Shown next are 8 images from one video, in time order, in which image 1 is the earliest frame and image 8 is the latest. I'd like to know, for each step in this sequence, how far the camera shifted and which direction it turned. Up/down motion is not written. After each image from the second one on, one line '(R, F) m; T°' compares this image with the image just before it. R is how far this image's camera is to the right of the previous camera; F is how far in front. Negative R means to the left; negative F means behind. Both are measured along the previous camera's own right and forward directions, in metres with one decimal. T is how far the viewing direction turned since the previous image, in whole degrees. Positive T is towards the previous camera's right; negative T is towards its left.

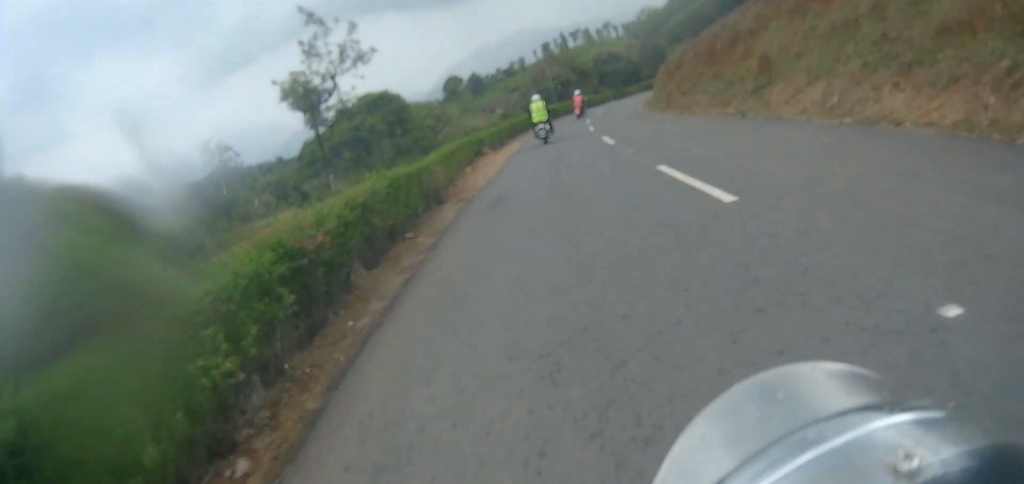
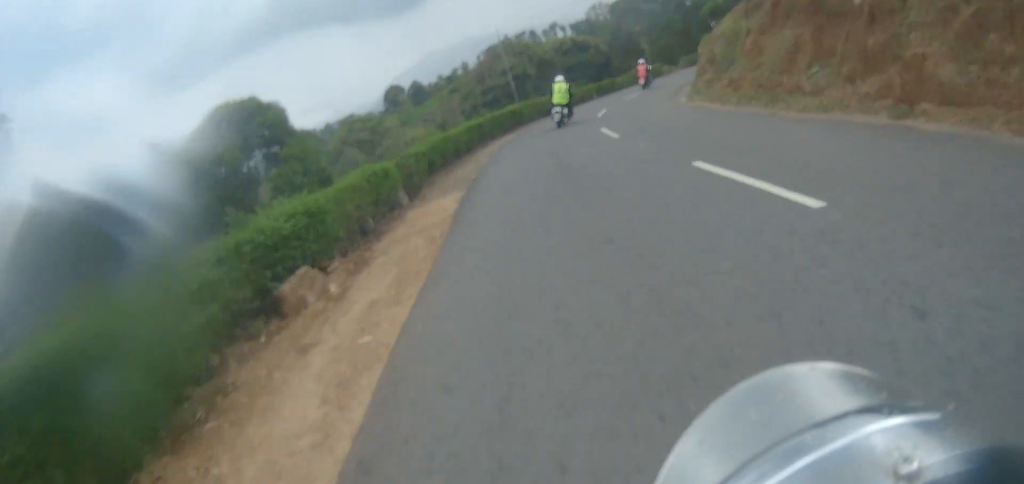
(+1.5, +18.7) m; +15°
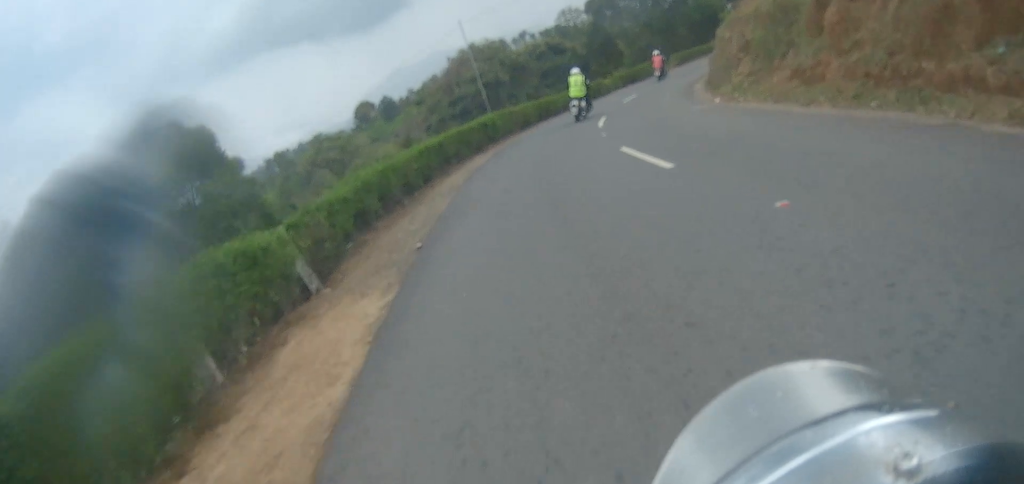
(+0.6, +5.5) m; +6°
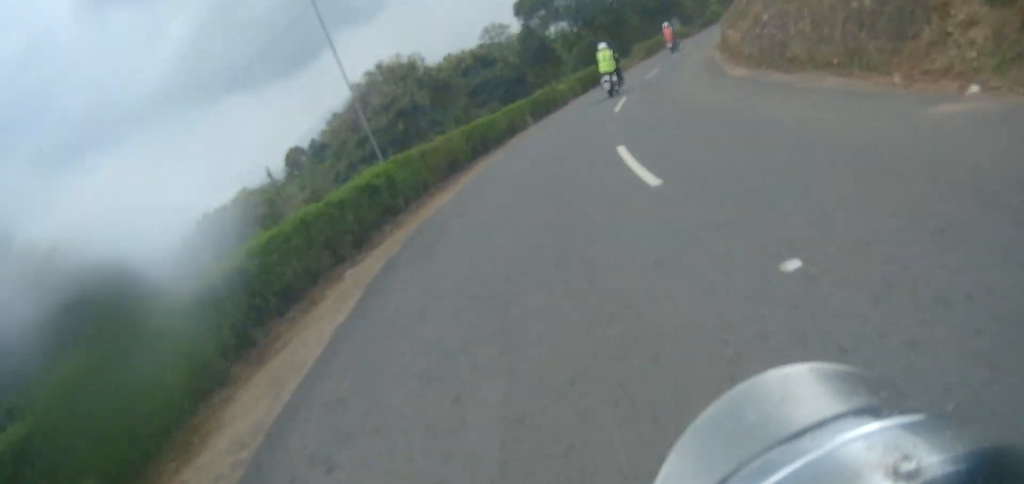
(+1.6, +10.3) m; +9°
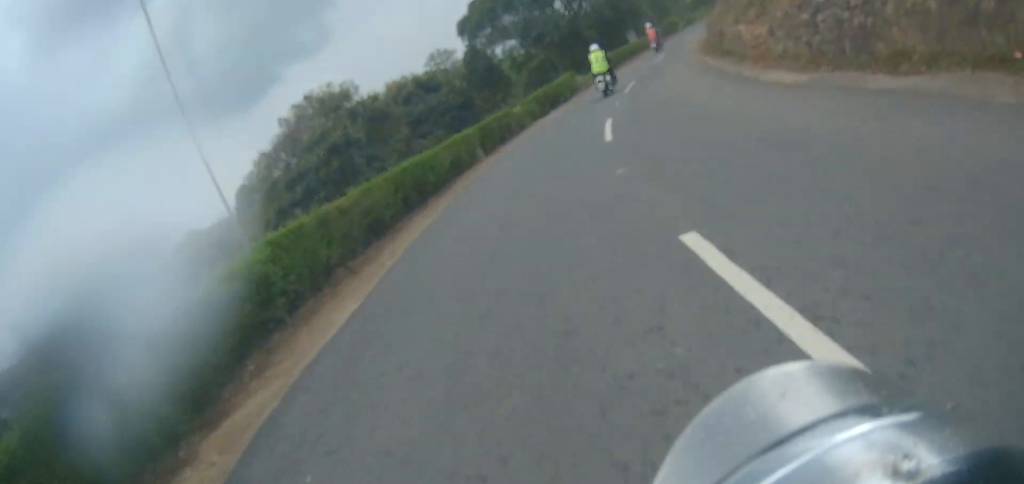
(0.0, +4.9) m; 0°
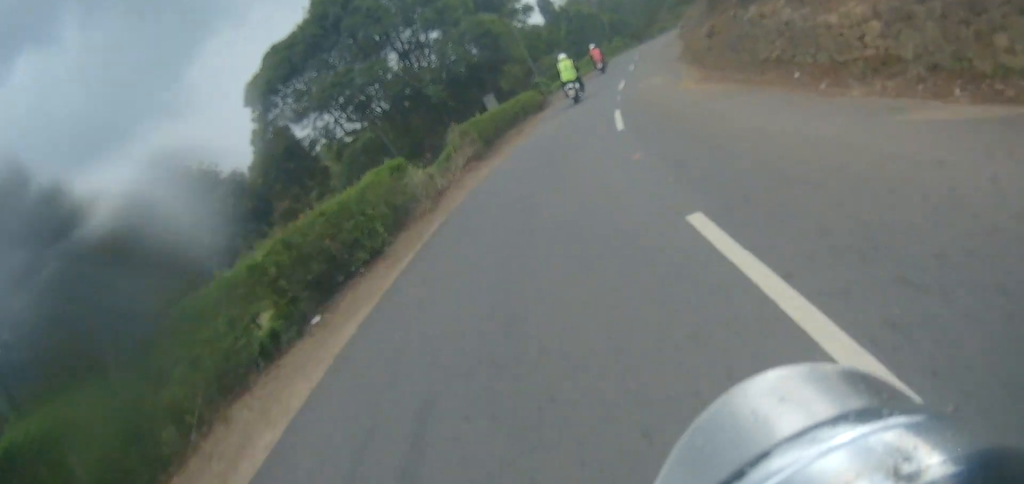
(0.0, +18.2) m; 0°
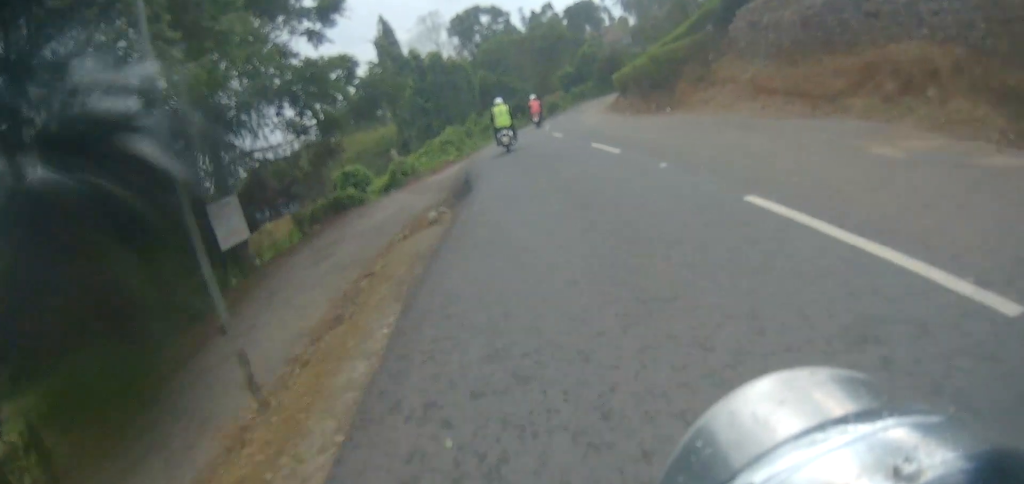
(+4.4, +25.4) m; +21°
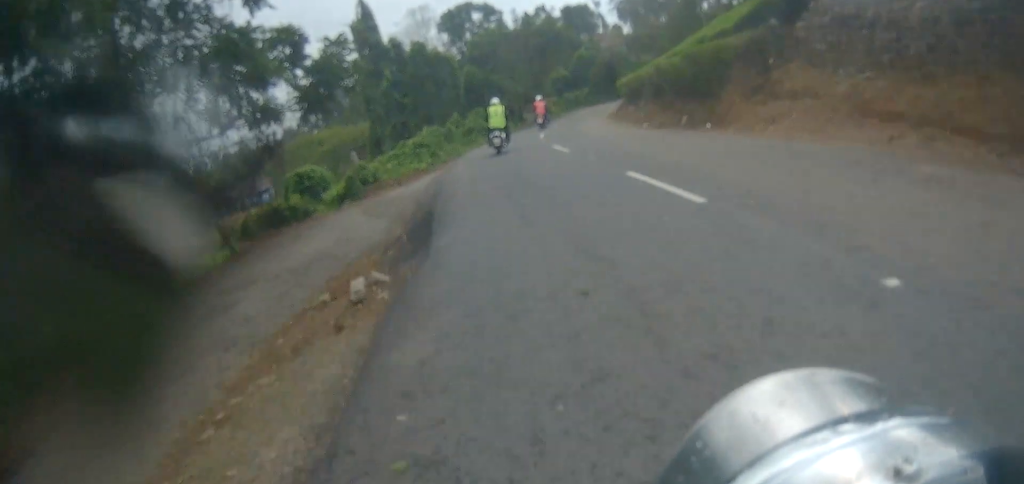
(+0.1, +5.1) m; +3°
